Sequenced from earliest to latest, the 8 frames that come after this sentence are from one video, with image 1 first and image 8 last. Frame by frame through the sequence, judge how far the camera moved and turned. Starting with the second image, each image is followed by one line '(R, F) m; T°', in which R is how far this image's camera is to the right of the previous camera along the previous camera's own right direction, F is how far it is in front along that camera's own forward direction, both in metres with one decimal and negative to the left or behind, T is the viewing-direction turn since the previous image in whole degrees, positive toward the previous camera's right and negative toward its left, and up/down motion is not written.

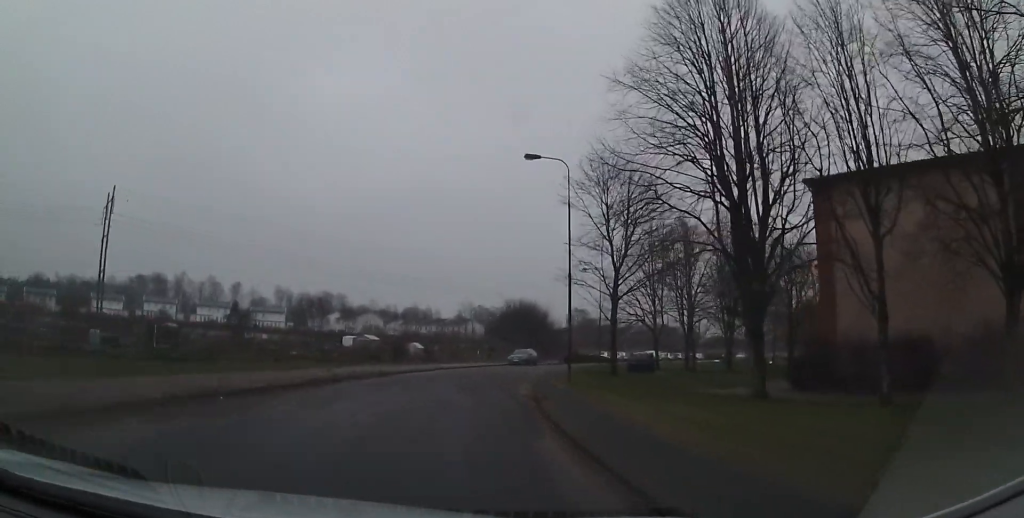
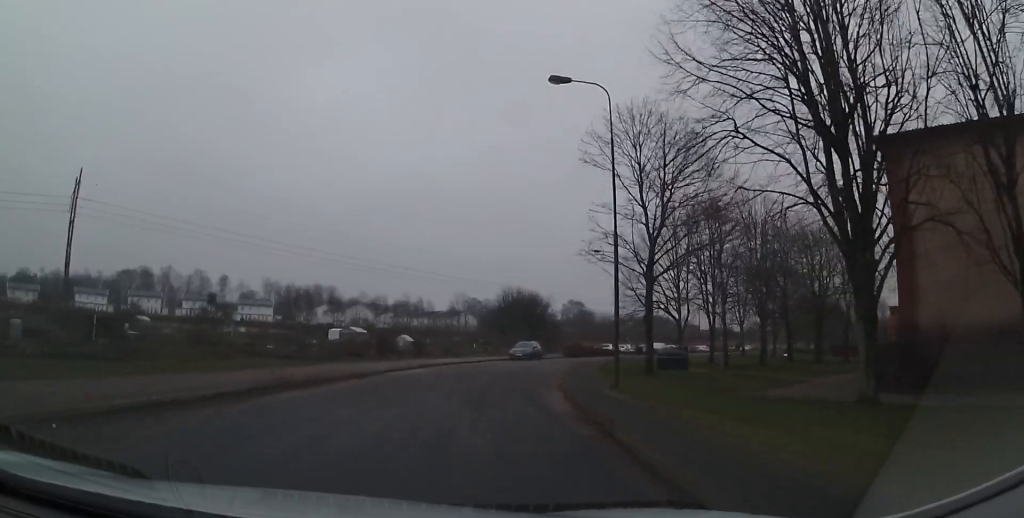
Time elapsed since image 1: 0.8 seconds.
(-0.3, +6.5) m; -5°
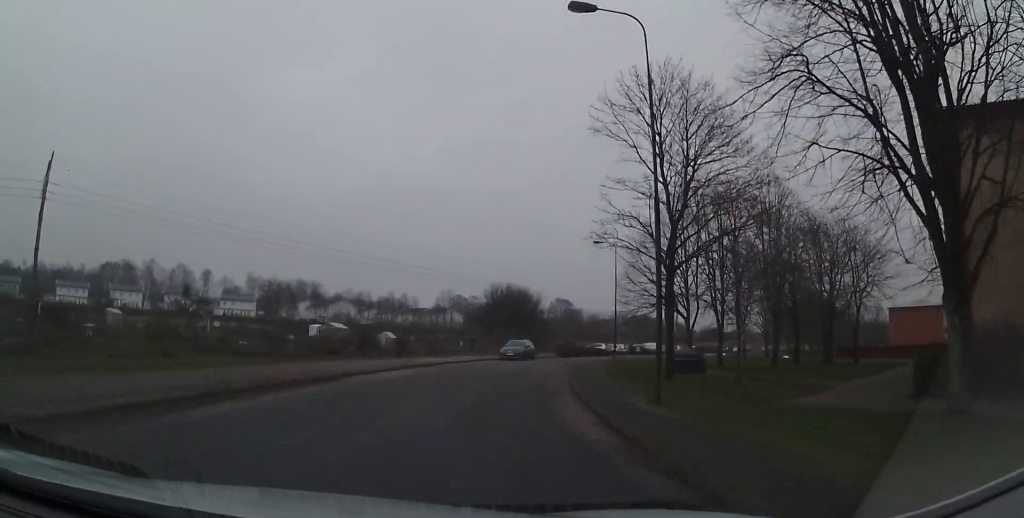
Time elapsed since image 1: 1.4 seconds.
(-0.3, +4.1) m; +1°
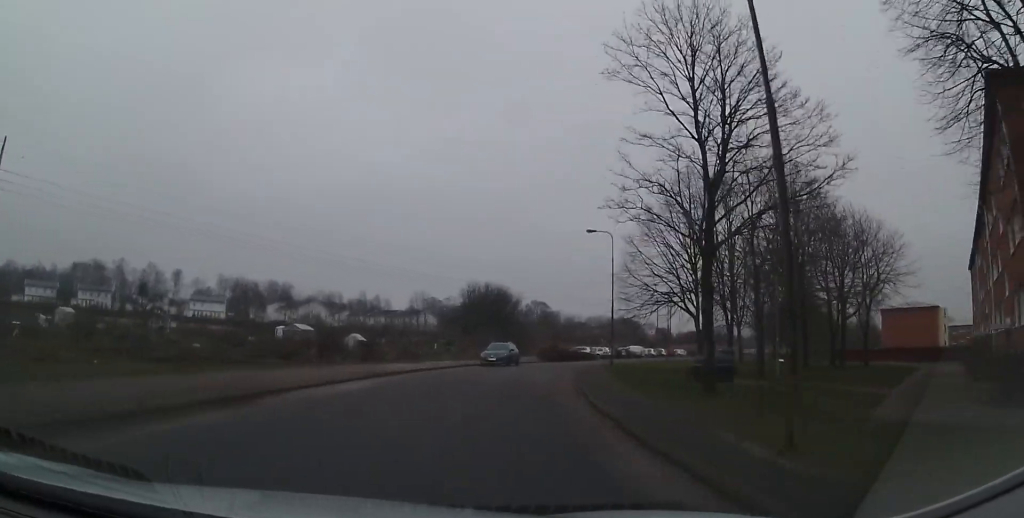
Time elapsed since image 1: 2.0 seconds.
(+0.1, +4.9) m; 0°
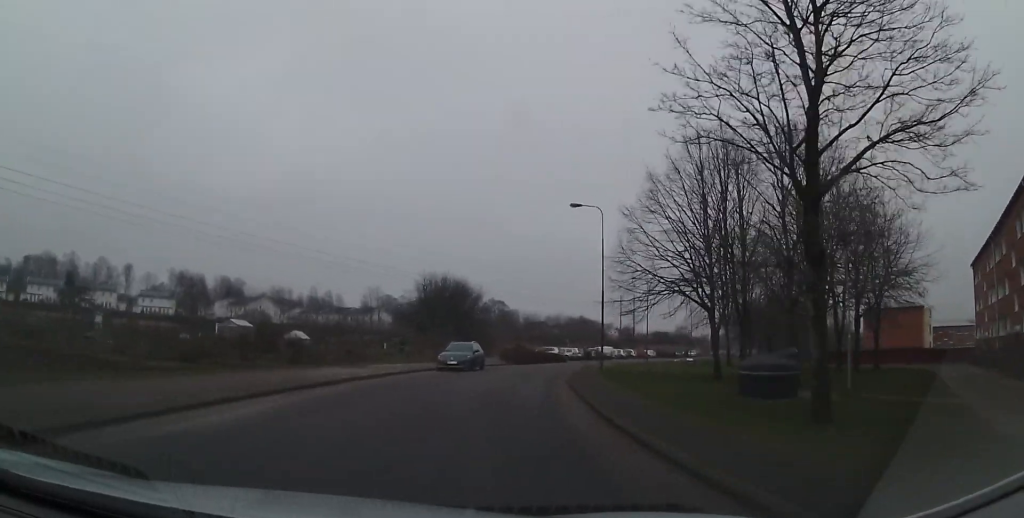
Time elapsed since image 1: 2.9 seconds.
(+0.3, +7.3) m; 0°
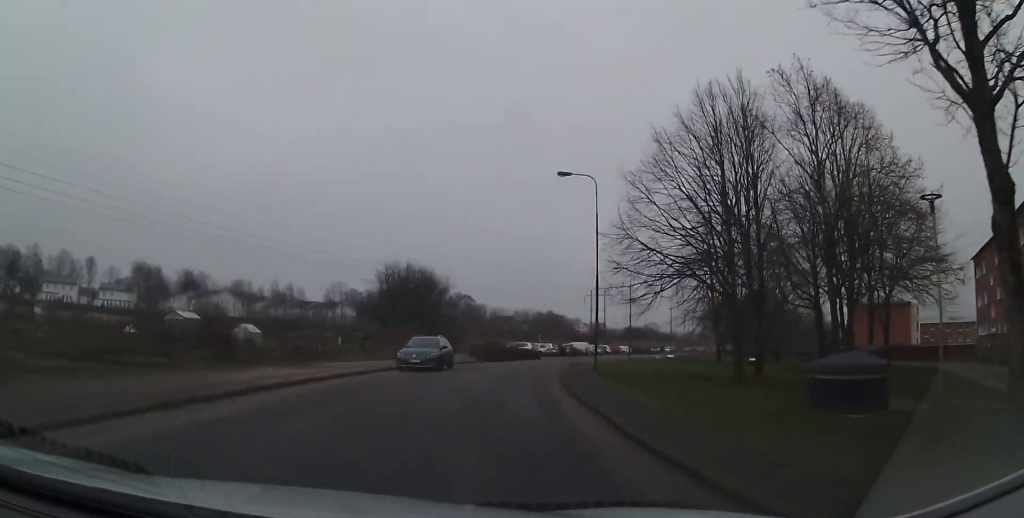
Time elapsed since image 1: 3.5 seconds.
(-0.8, +5.3) m; +2°
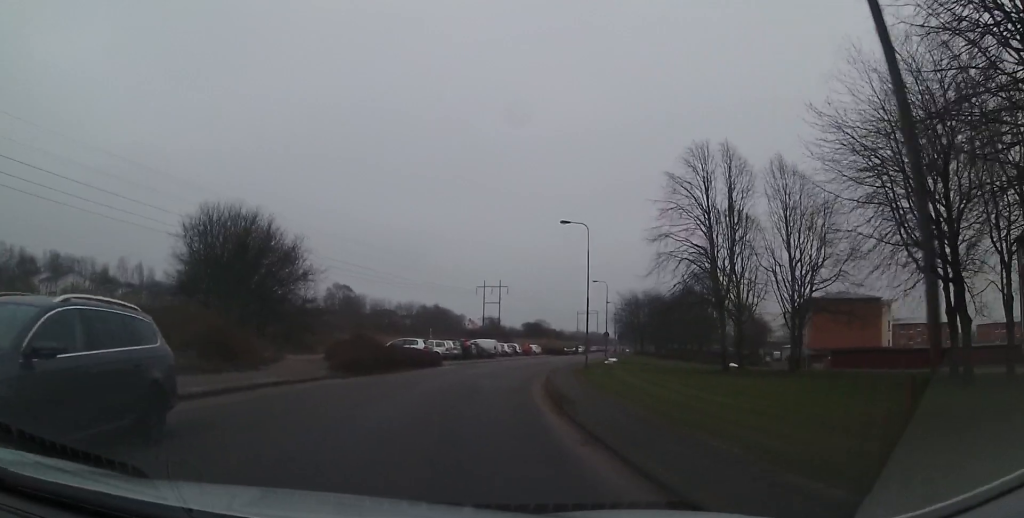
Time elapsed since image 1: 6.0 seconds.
(+5.5, +20.2) m; +22°
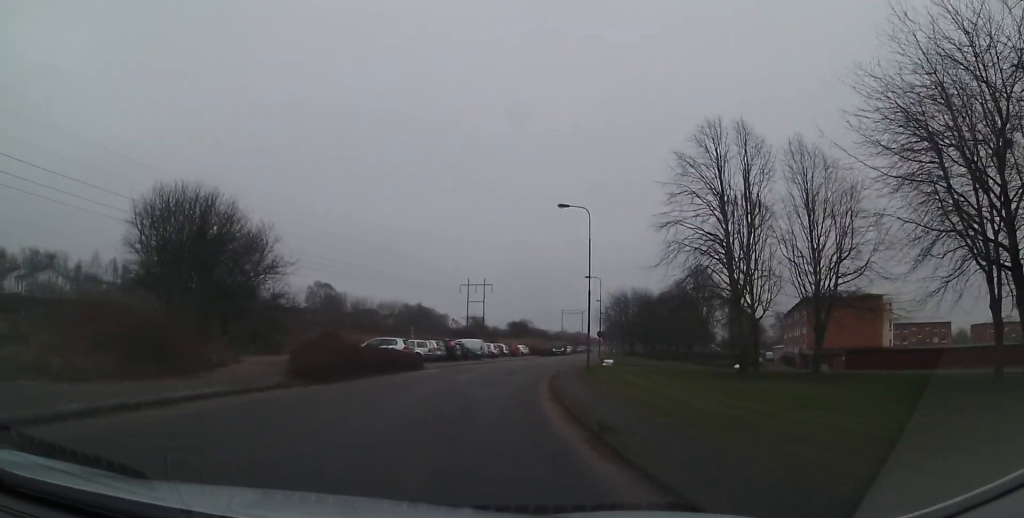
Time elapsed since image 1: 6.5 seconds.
(+0.2, +3.7) m; 0°
